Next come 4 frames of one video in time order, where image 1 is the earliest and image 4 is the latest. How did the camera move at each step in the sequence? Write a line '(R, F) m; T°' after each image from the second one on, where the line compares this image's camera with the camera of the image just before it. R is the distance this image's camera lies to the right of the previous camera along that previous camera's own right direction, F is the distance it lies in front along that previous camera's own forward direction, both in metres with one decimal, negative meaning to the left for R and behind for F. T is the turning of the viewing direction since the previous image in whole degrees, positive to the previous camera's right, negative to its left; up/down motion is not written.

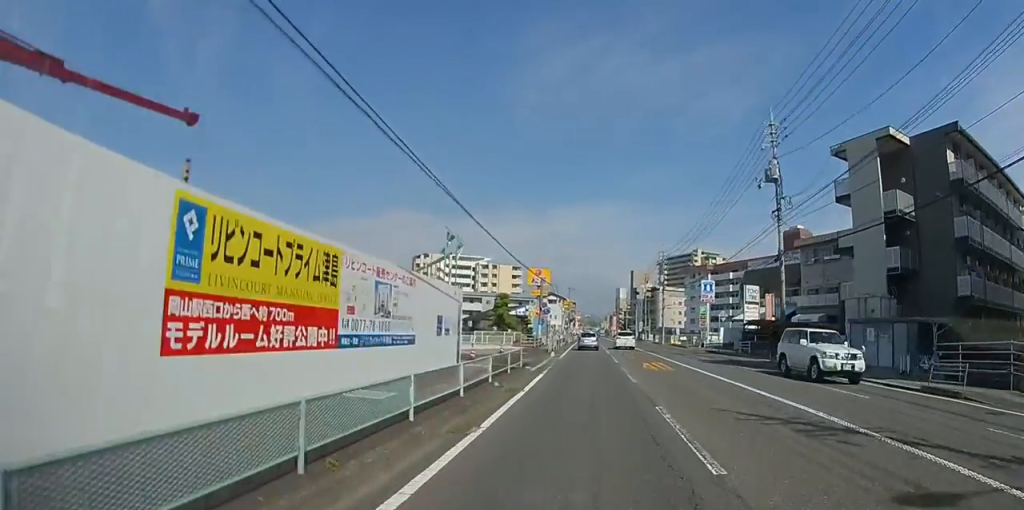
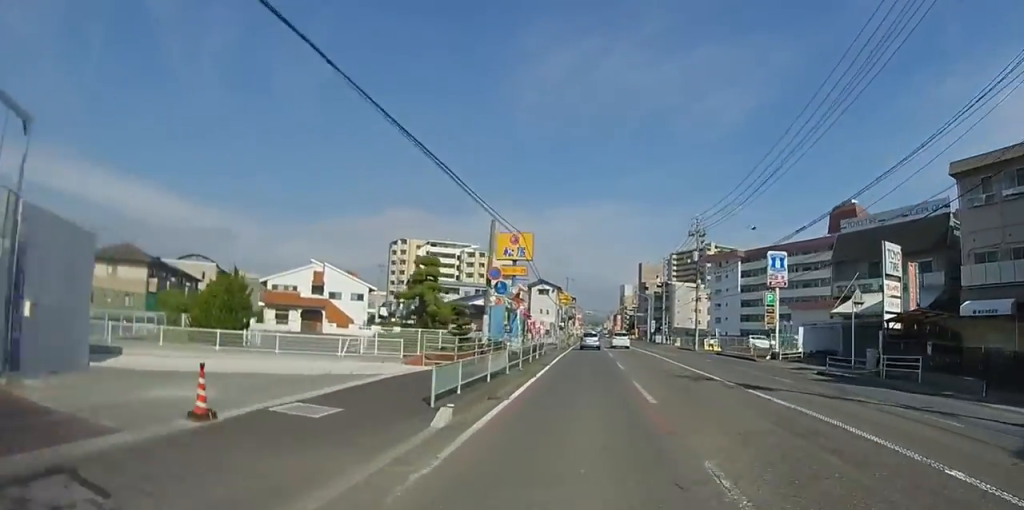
(+0.1, +24.2) m; 0°
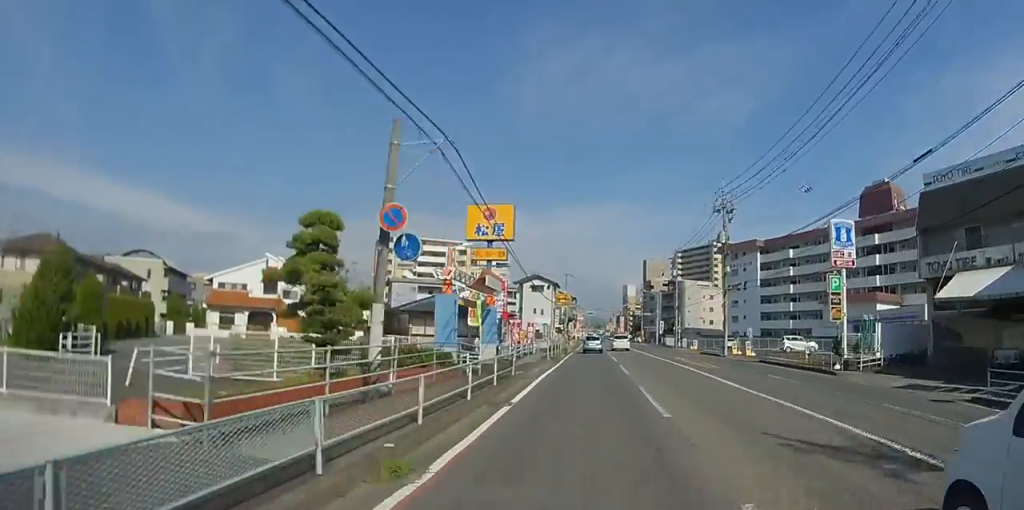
(0.0, +11.4) m; 0°
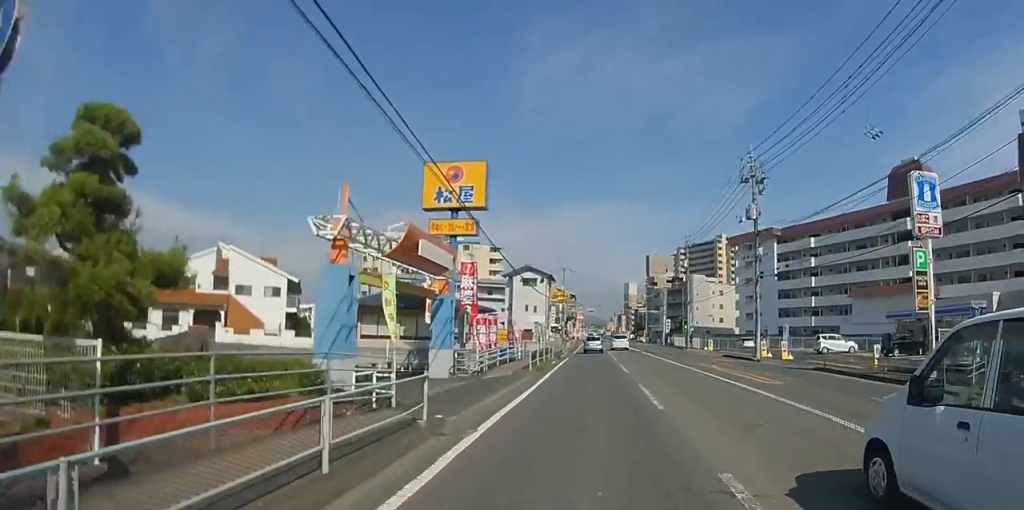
(0.0, +9.0) m; 0°
